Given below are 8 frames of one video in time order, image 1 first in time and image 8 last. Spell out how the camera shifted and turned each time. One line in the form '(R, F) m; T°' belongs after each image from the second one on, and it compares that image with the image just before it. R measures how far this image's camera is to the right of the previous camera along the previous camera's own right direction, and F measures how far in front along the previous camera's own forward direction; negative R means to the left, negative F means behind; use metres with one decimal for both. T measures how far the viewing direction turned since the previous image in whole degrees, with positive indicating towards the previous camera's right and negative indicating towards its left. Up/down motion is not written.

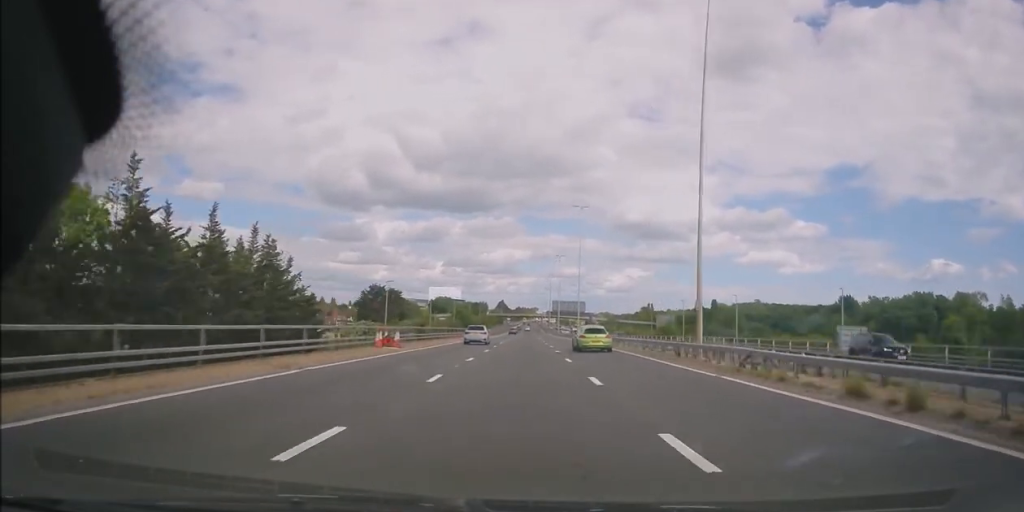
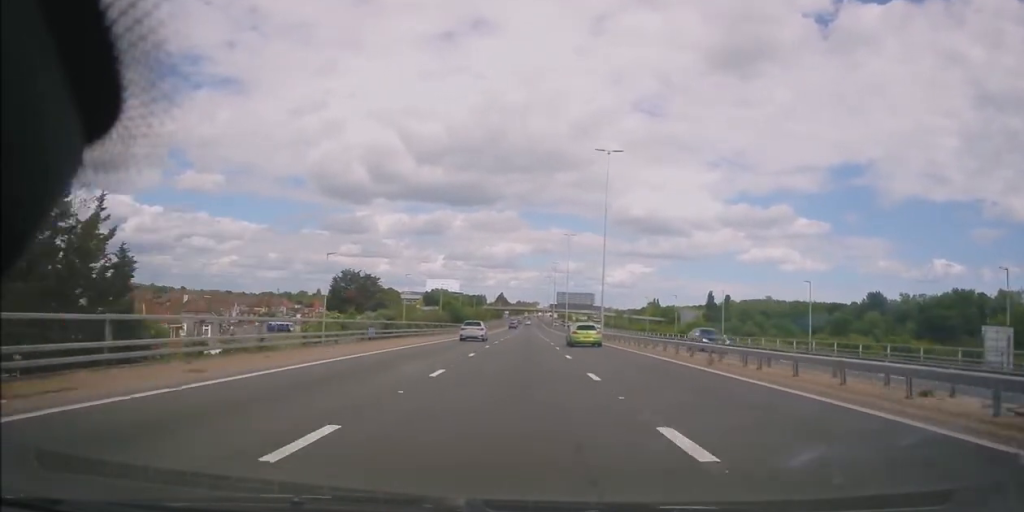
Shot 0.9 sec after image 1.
(-0.3, +26.3) m; 0°
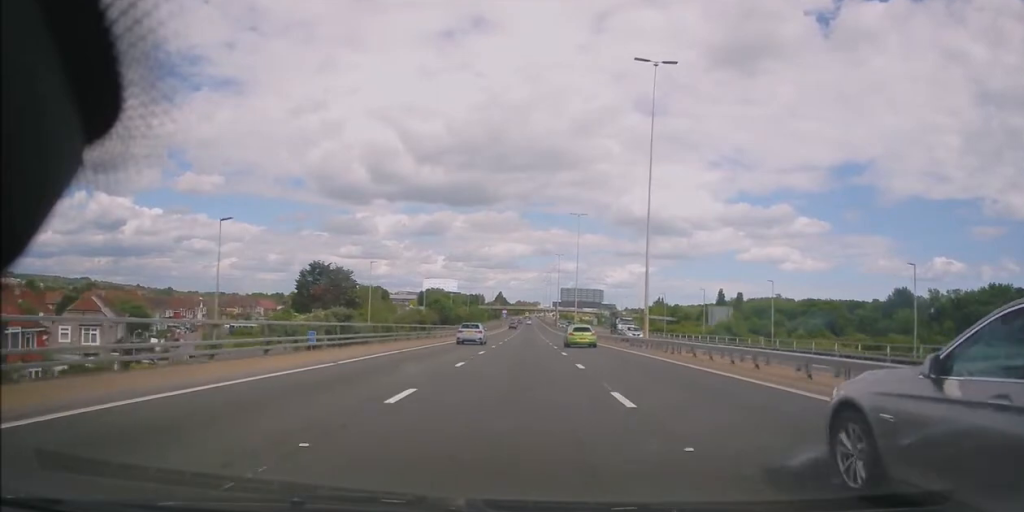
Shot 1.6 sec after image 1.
(+0.1, +21.7) m; 0°
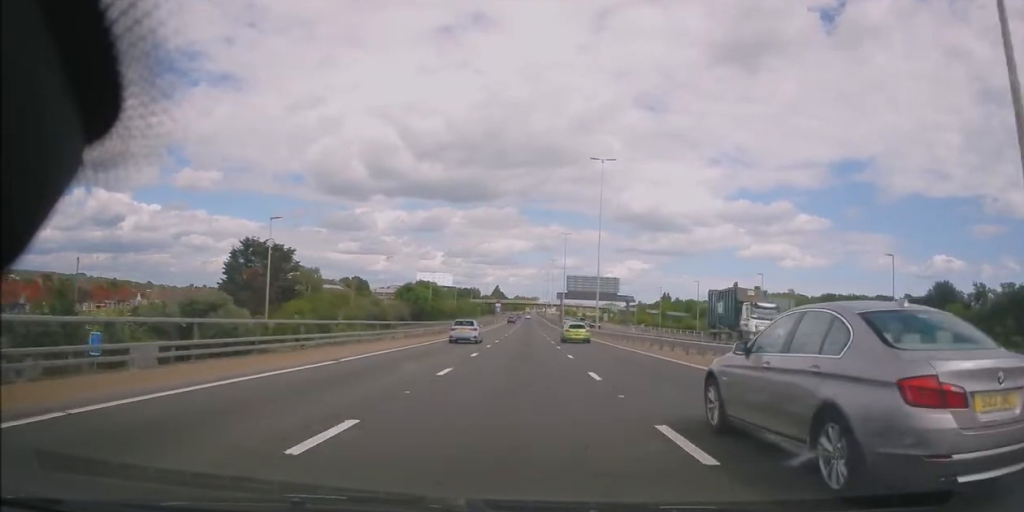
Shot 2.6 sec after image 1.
(0.0, +30.2) m; 0°
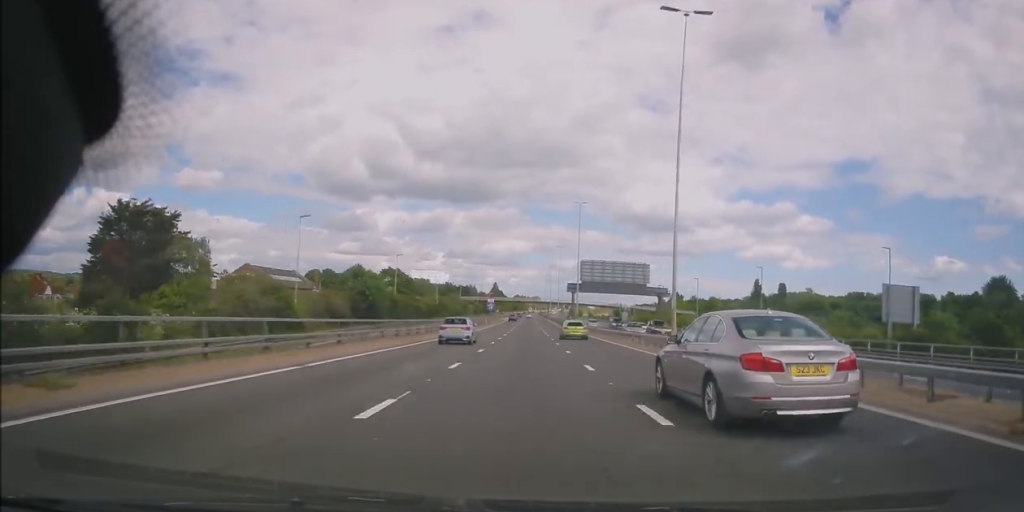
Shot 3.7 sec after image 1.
(-0.1, +33.1) m; 0°
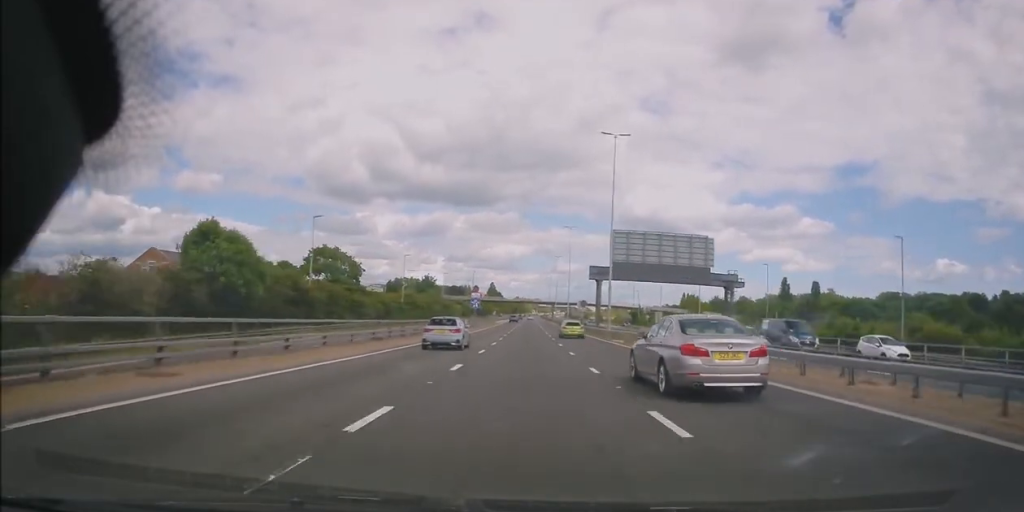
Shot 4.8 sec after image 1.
(-0.2, +35.8) m; 0°
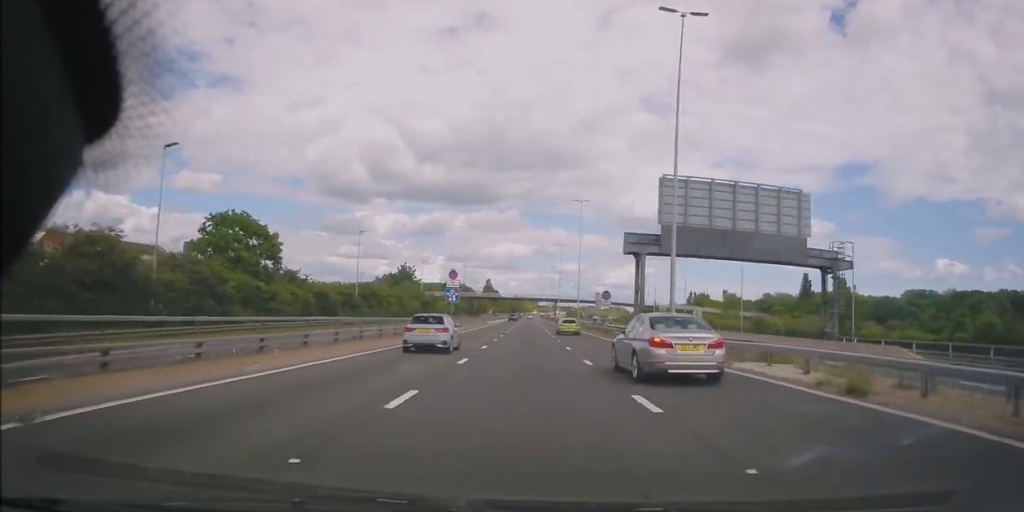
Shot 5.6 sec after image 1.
(0.0, +24.3) m; 0°
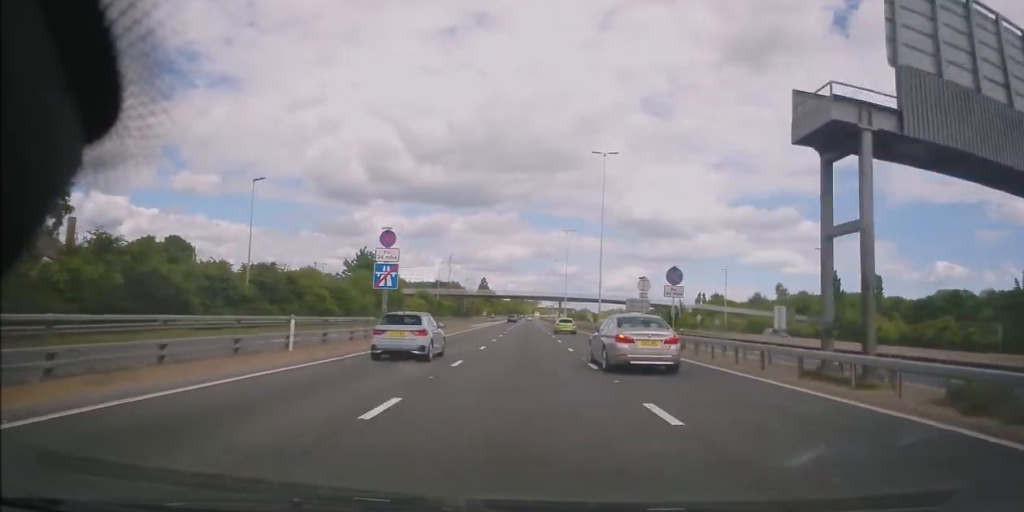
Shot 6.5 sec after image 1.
(+0.3, +27.2) m; +1°
